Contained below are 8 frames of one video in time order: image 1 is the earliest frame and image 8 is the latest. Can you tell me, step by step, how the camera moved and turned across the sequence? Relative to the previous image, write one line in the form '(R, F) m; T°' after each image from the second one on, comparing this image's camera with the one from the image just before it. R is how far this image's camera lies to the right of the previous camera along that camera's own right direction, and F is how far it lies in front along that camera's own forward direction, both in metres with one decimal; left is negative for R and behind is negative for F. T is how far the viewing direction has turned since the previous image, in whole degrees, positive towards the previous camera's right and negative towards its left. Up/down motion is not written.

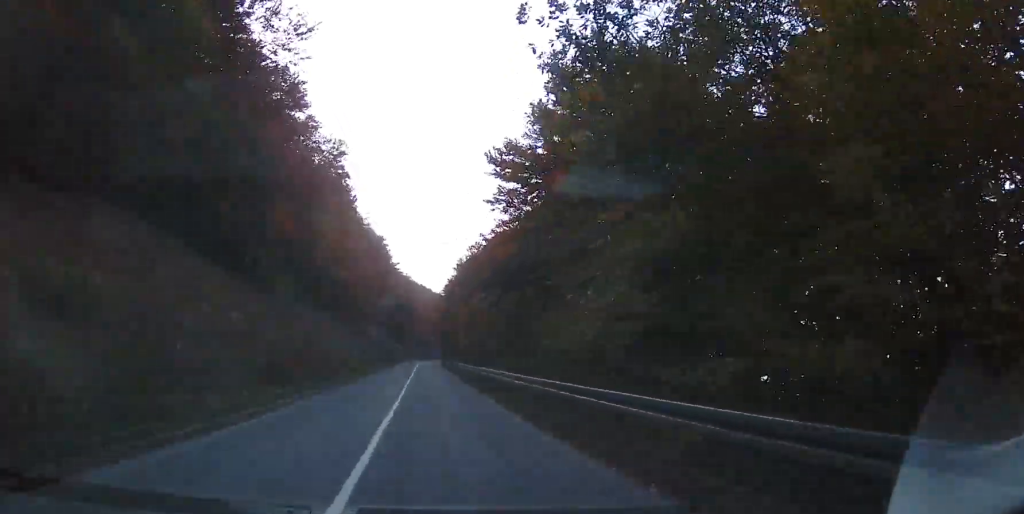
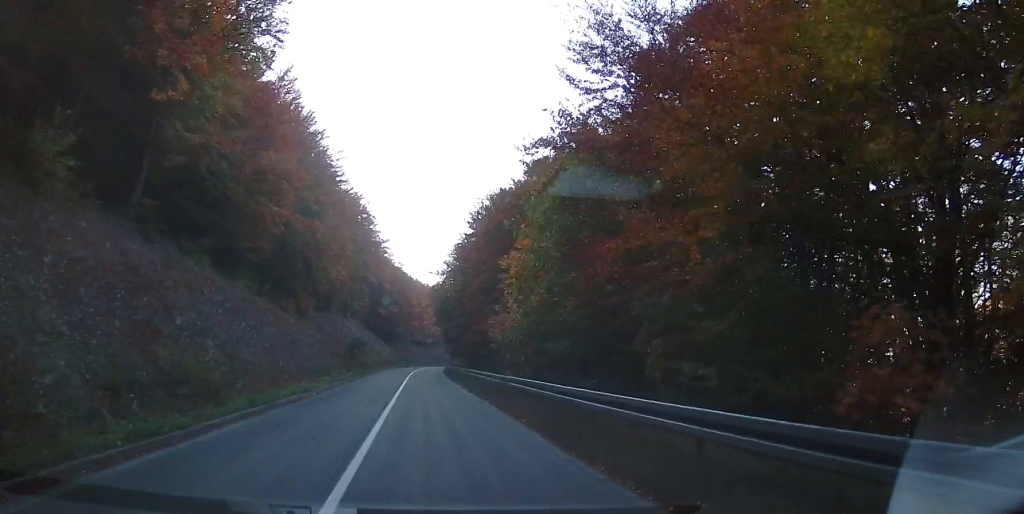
(+0.2, +34.1) m; +2°
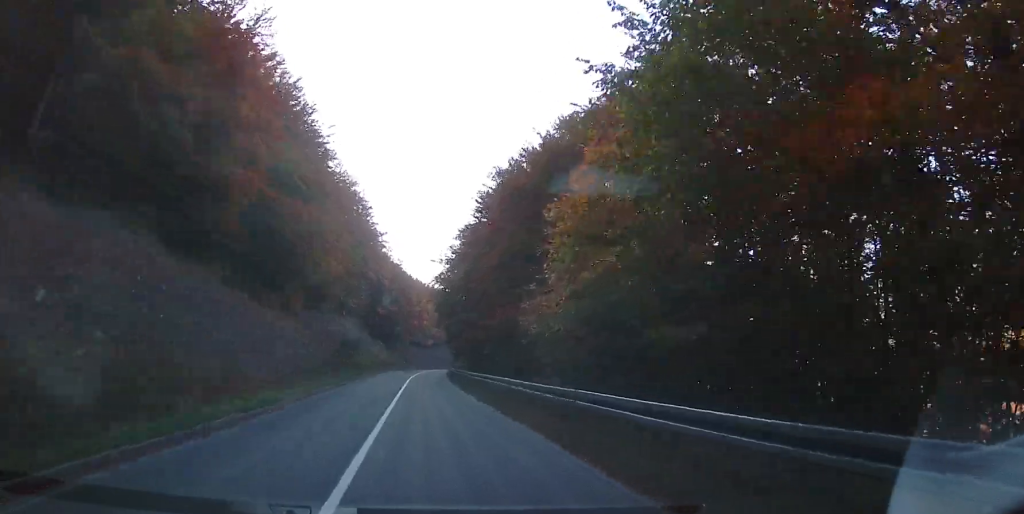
(0.0, +8.8) m; 0°
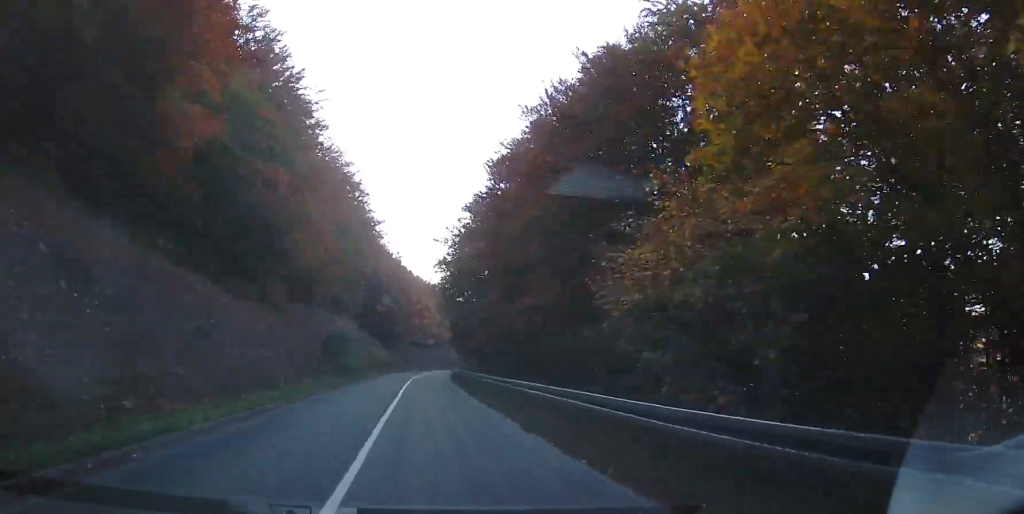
(0.0, +8.8) m; 0°
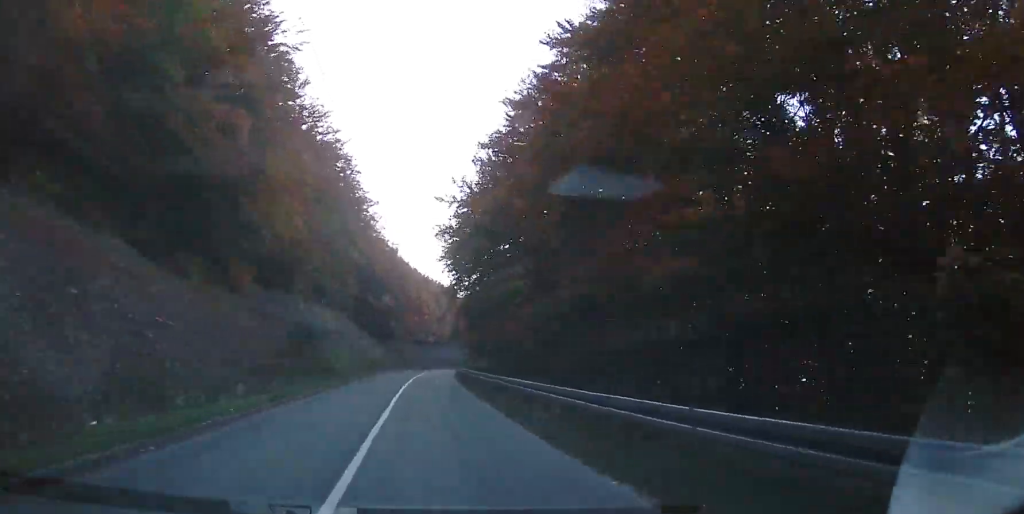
(+0.1, +10.9) m; -1°
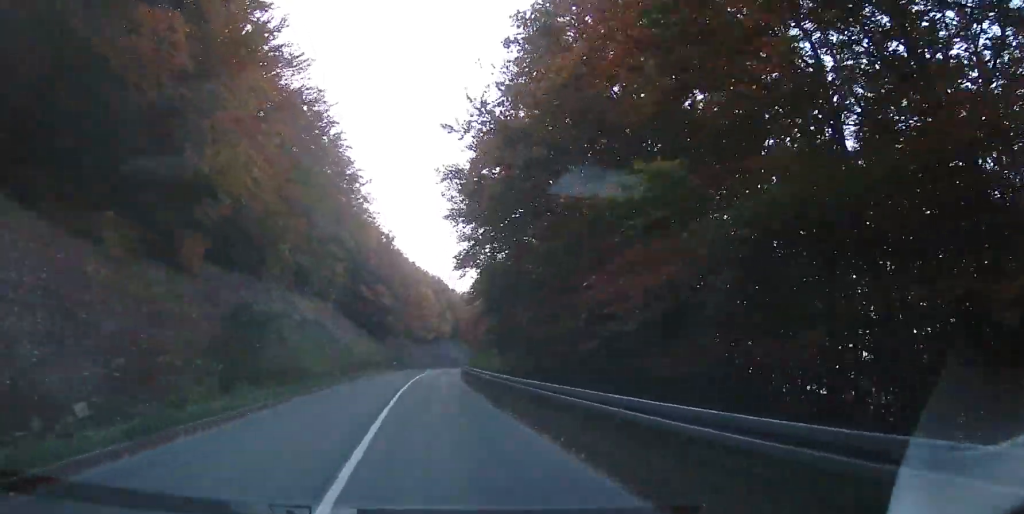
(0.0, +10.4) m; -1°
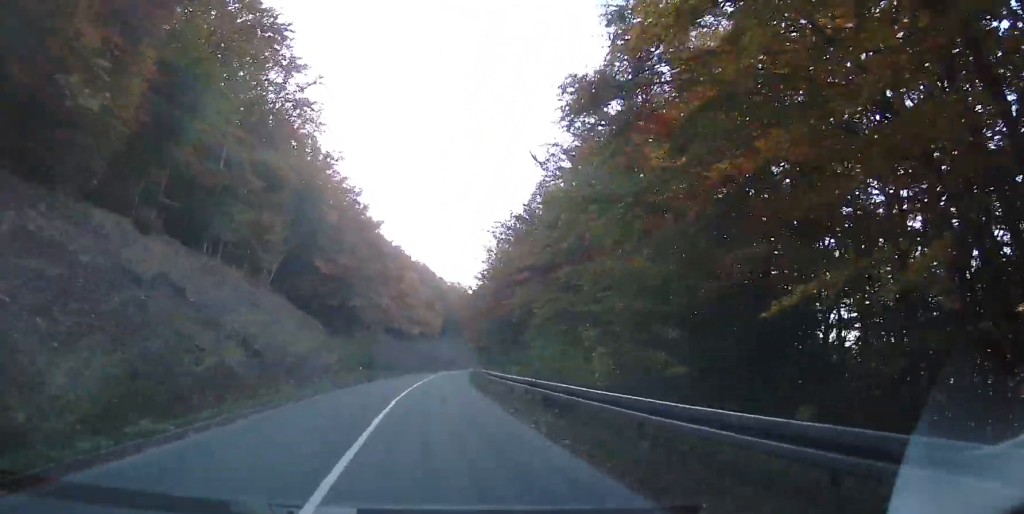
(-0.6, +28.7) m; 0°
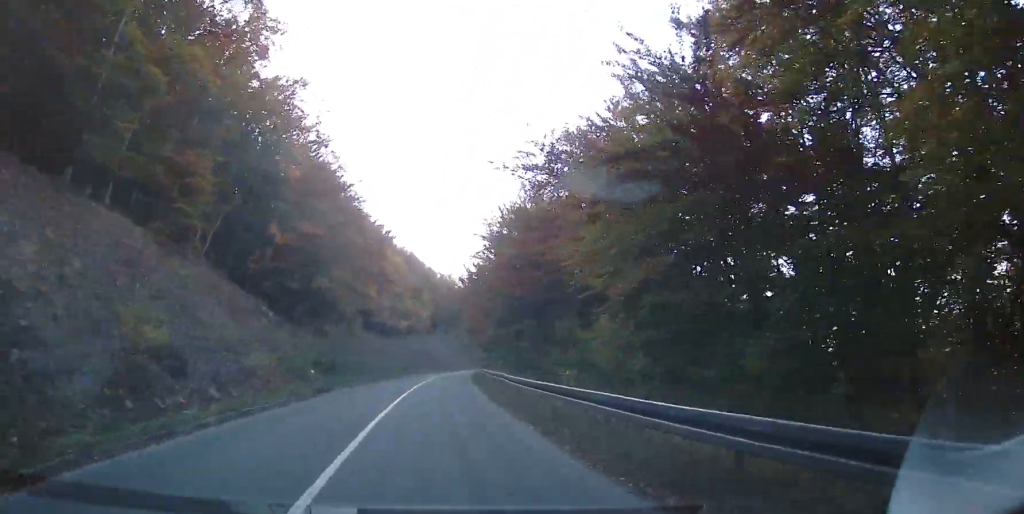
(+0.3, +15.5) m; +3°
